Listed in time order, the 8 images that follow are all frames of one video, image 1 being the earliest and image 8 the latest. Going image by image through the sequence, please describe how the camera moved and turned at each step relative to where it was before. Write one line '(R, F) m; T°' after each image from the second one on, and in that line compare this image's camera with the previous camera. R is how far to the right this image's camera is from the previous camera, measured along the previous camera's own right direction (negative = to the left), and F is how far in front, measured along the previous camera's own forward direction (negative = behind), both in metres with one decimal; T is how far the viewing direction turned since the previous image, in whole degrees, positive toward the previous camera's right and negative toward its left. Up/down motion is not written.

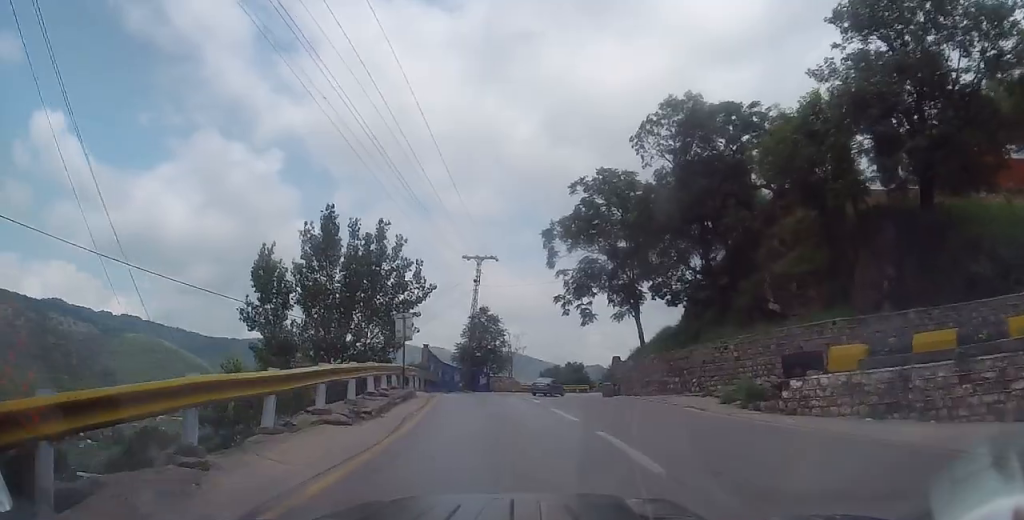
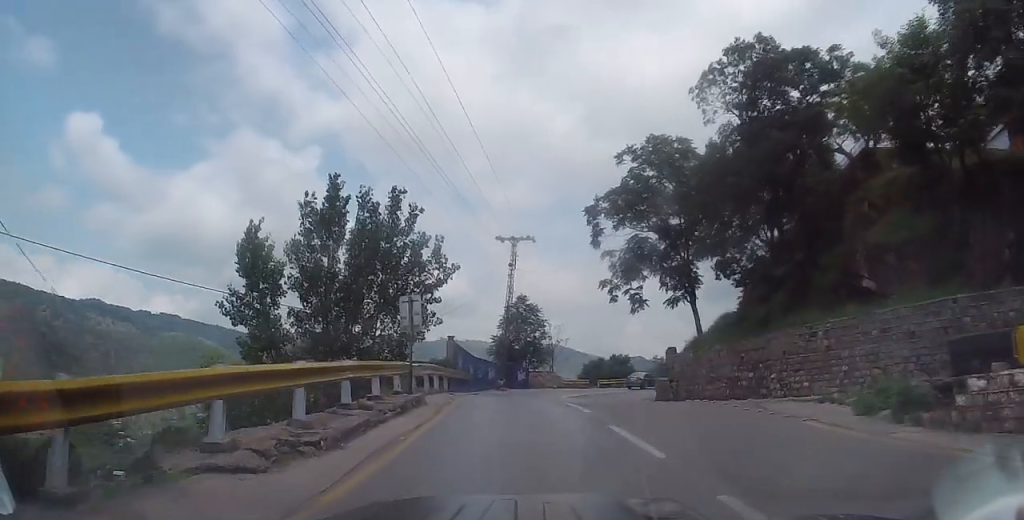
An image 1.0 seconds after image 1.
(-0.3, +5.0) m; -3°
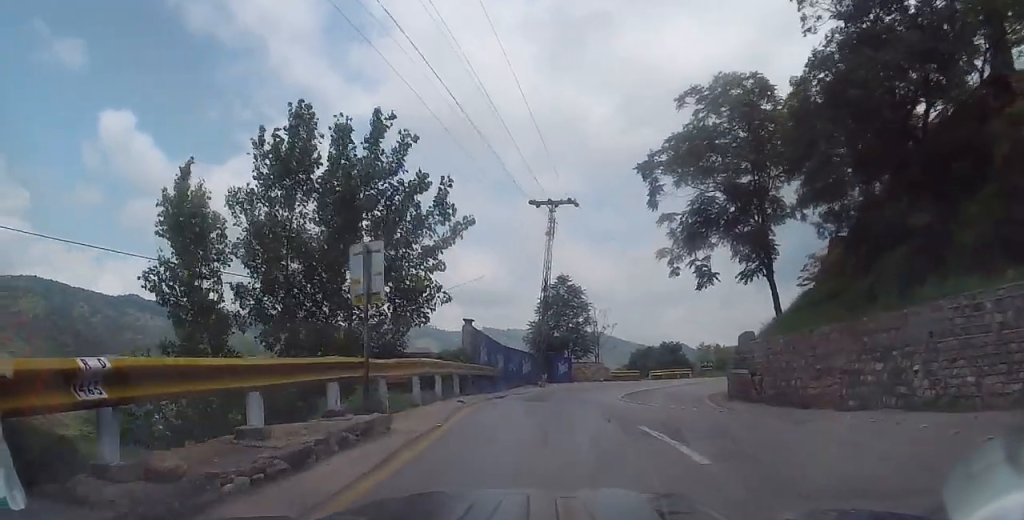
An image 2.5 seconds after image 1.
(0.0, +7.0) m; +1°
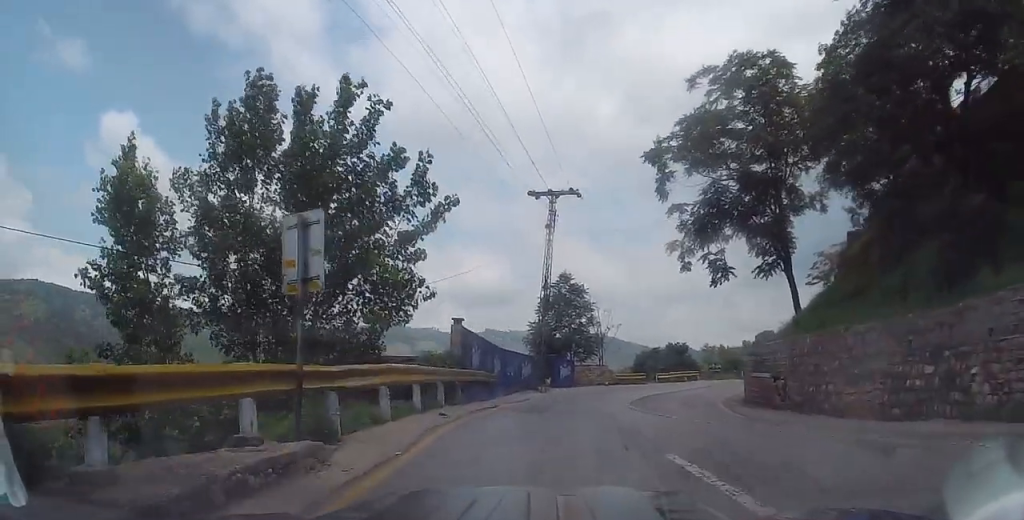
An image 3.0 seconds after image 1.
(0.0, +2.4) m; -2°
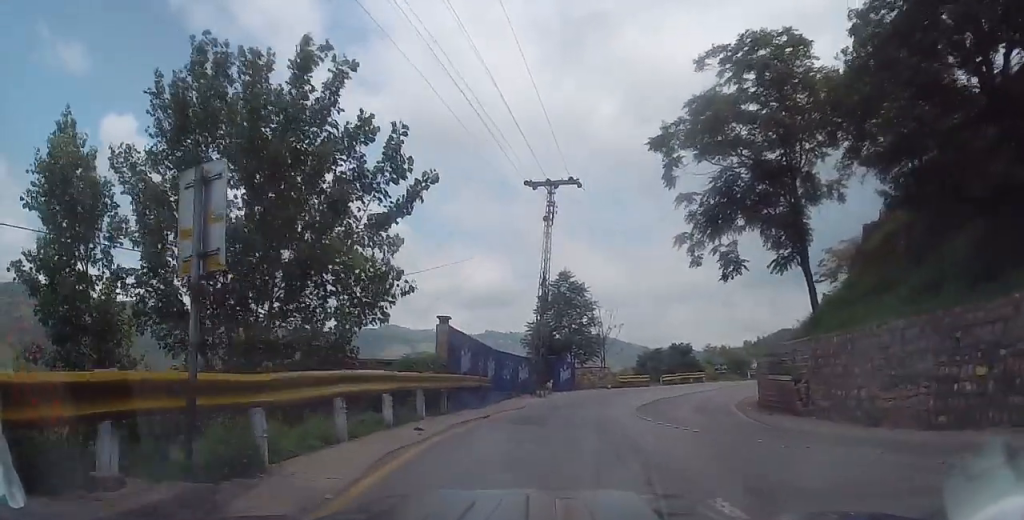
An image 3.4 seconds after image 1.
(+0.1, +2.1) m; -2°
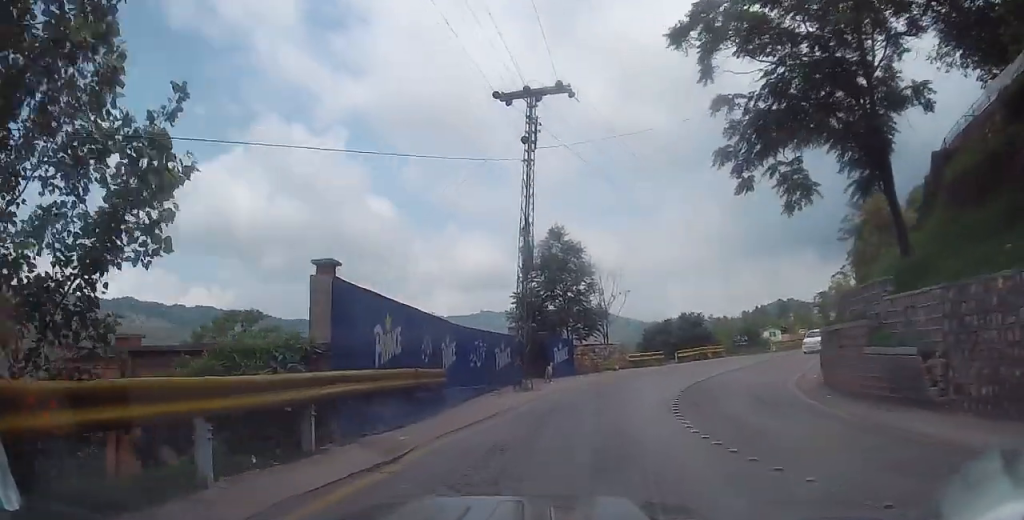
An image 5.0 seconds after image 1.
(-0.4, +8.0) m; 0°
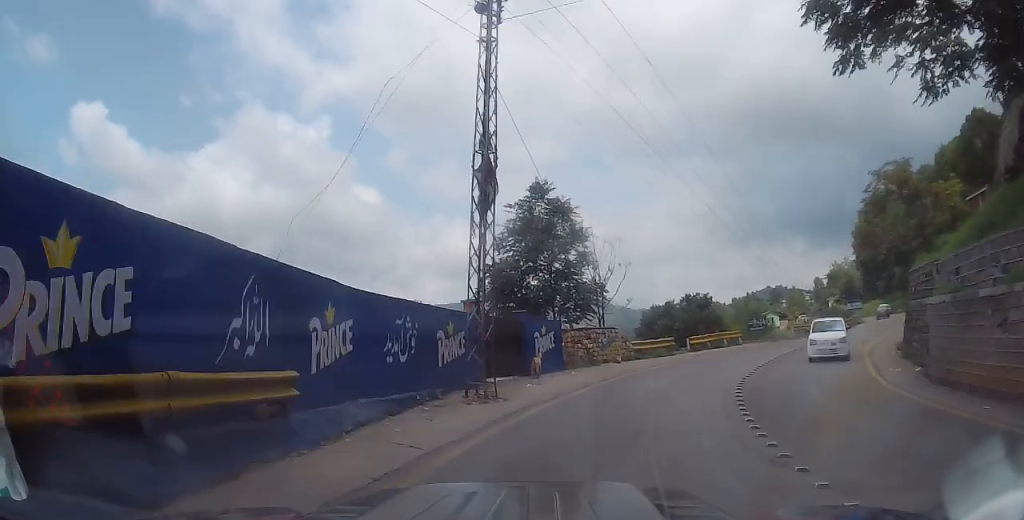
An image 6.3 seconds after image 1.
(+0.2, +7.4) m; +2°
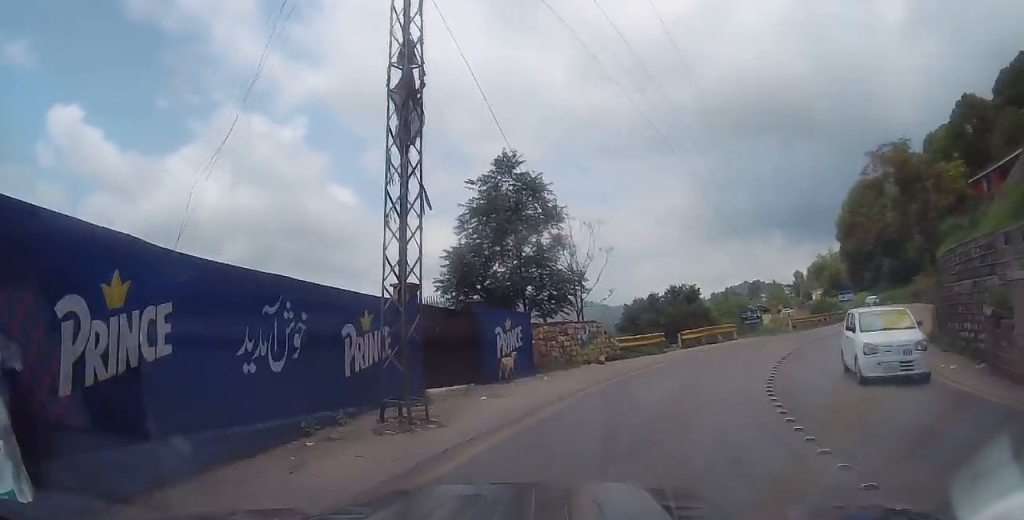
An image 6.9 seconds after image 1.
(0.0, +3.9) m; +3°
